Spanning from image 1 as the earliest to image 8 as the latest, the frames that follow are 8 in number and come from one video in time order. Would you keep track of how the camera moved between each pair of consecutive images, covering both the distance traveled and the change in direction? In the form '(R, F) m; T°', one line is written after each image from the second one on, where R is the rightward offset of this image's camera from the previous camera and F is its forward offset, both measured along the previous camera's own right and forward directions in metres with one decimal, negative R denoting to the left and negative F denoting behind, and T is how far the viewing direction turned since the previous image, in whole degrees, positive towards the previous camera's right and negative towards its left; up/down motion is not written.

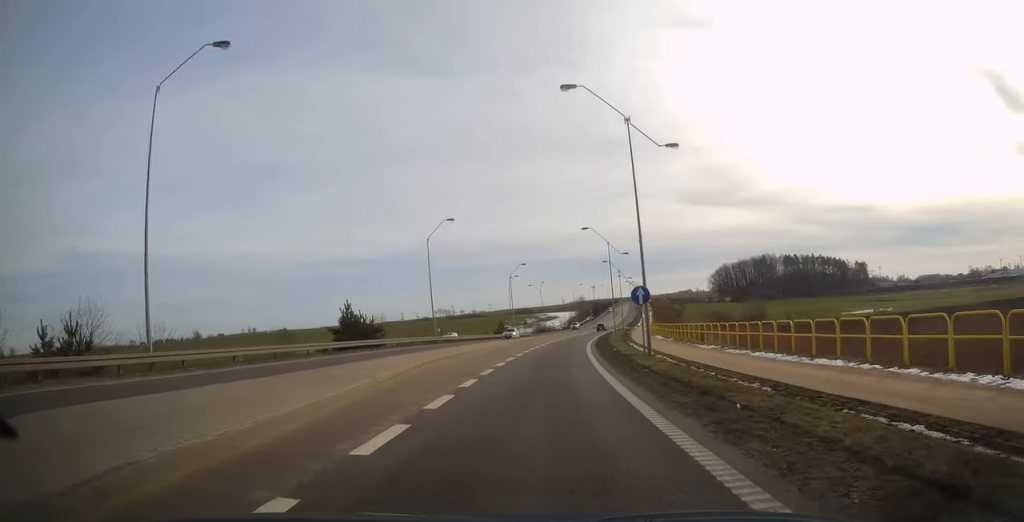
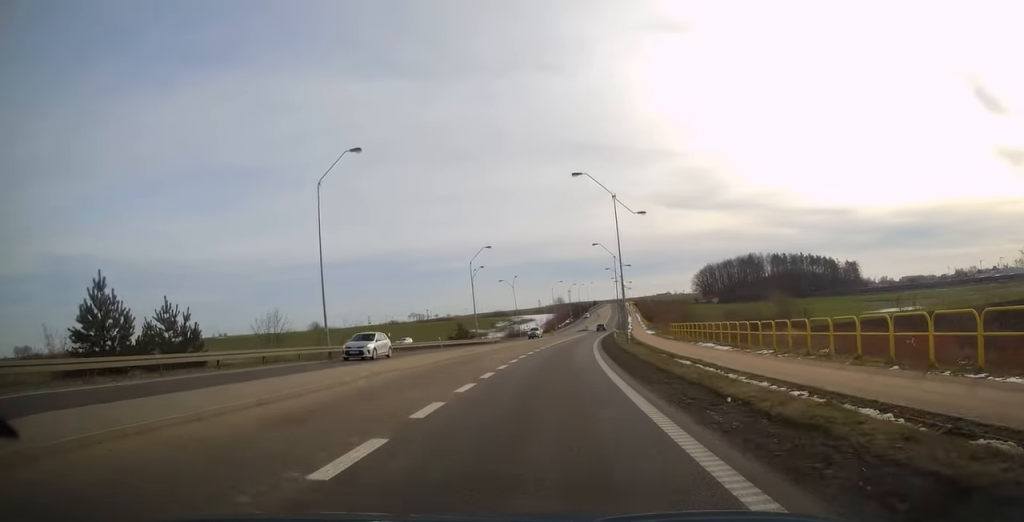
(+0.6, +24.9) m; +2°
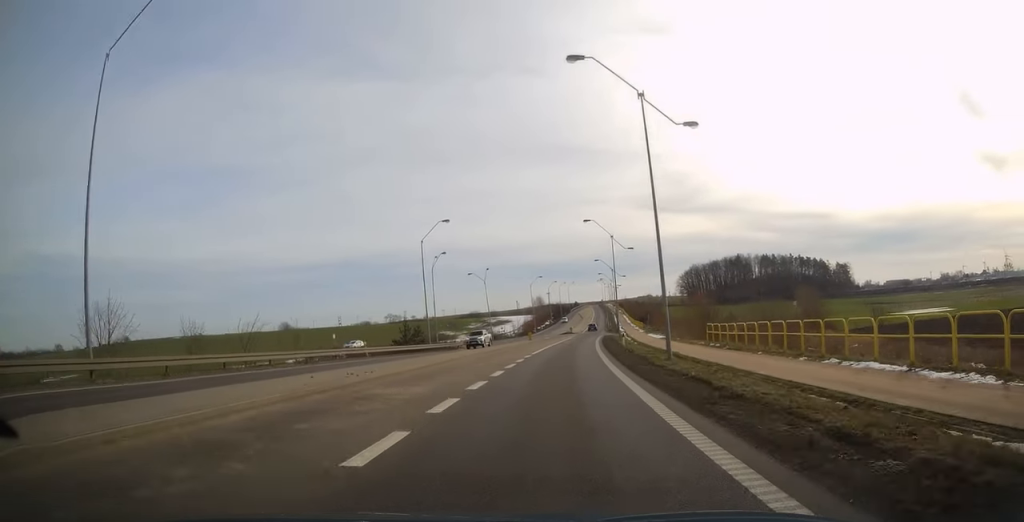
(+0.1, +19.3) m; +2°
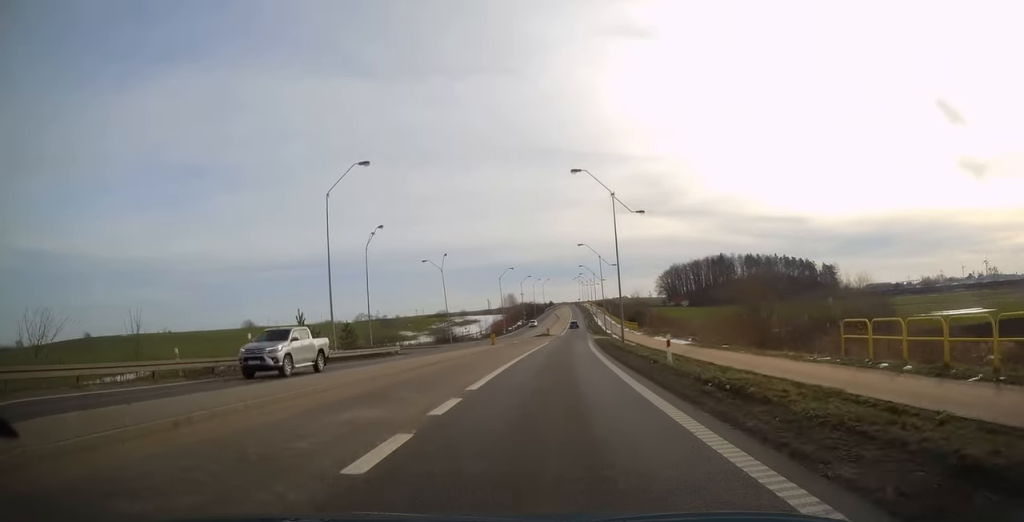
(+0.7, +20.0) m; +2°
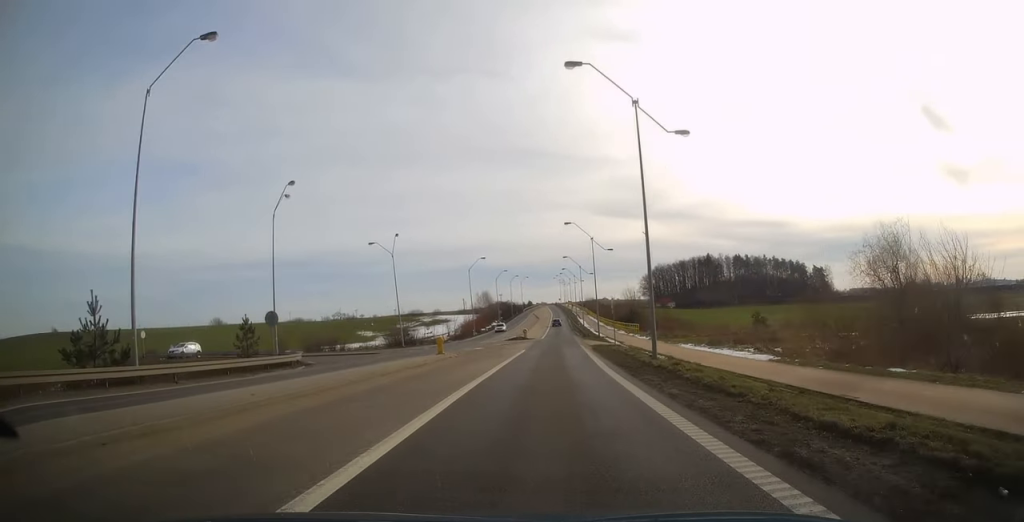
(0.0, +17.8) m; +2°
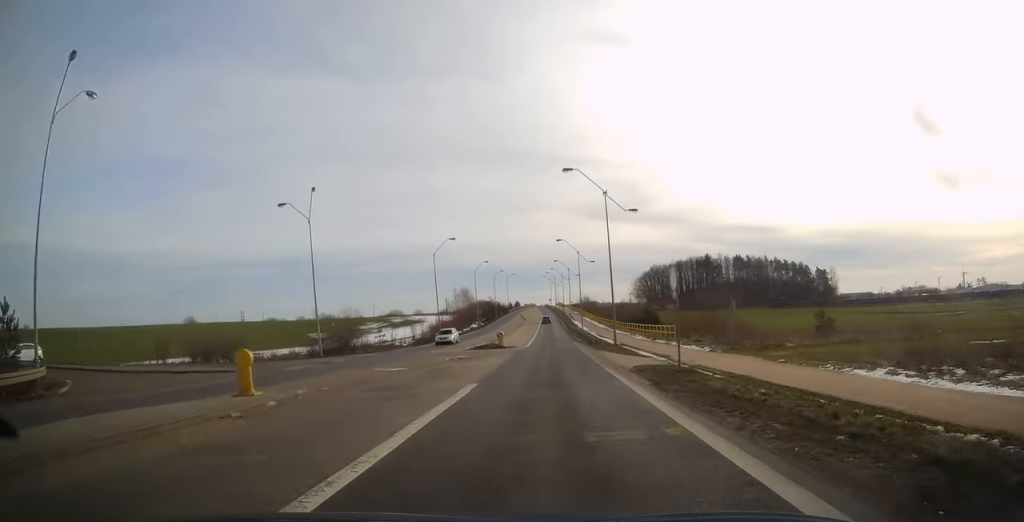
(+0.6, +22.9) m; +2°
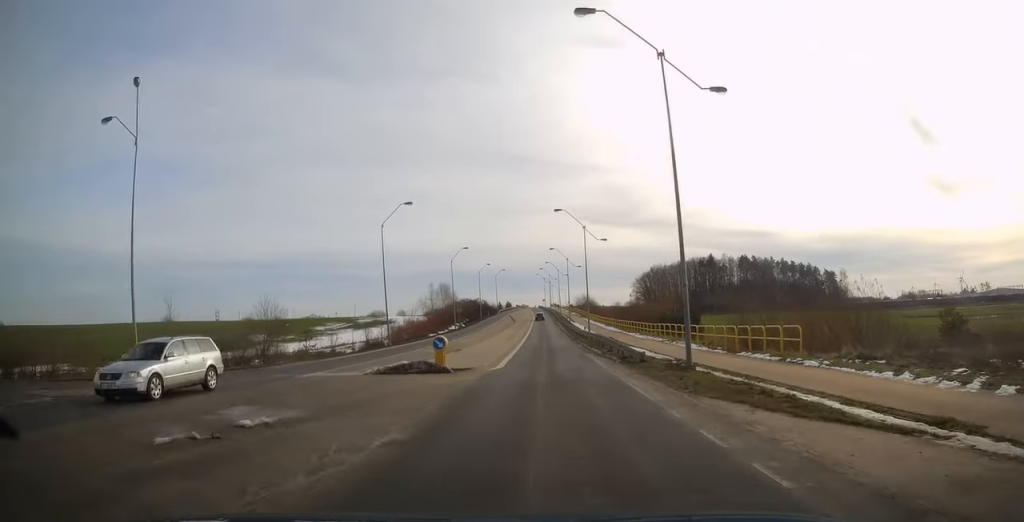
(+0.3, +22.2) m; +1°
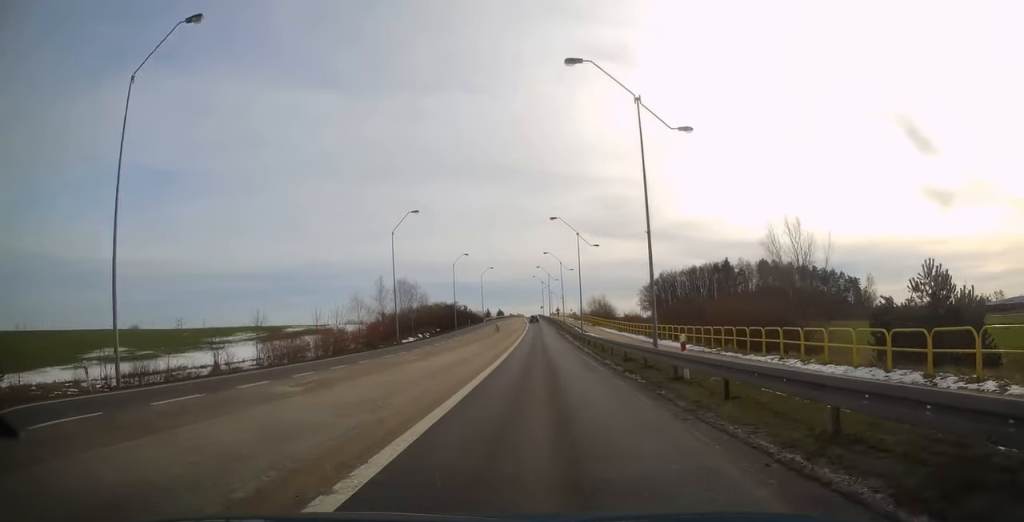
(+0.1, +35.2) m; 0°
